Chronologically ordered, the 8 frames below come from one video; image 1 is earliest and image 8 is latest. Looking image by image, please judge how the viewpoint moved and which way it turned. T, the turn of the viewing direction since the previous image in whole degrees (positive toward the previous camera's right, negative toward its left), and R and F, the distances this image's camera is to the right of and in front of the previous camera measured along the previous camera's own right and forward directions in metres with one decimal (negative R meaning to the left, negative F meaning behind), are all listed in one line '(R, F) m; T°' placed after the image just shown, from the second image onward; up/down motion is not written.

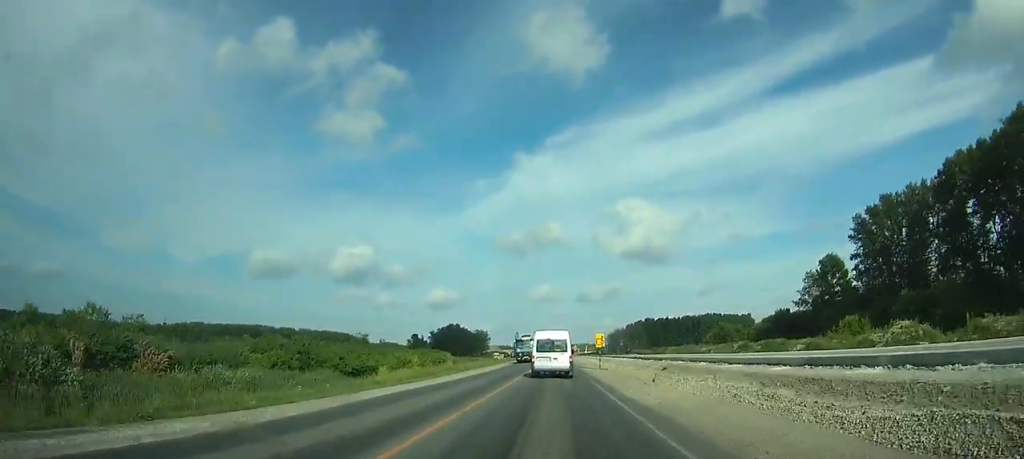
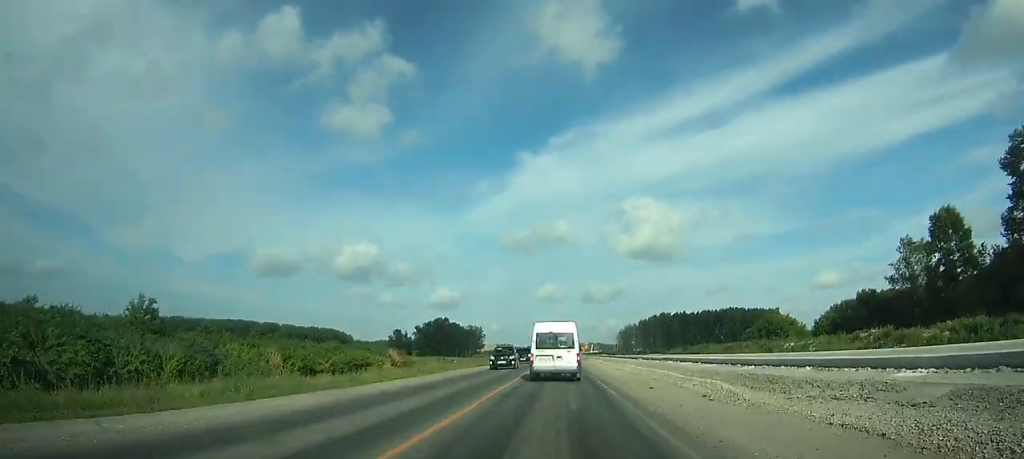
(-0.2, +45.0) m; -1°
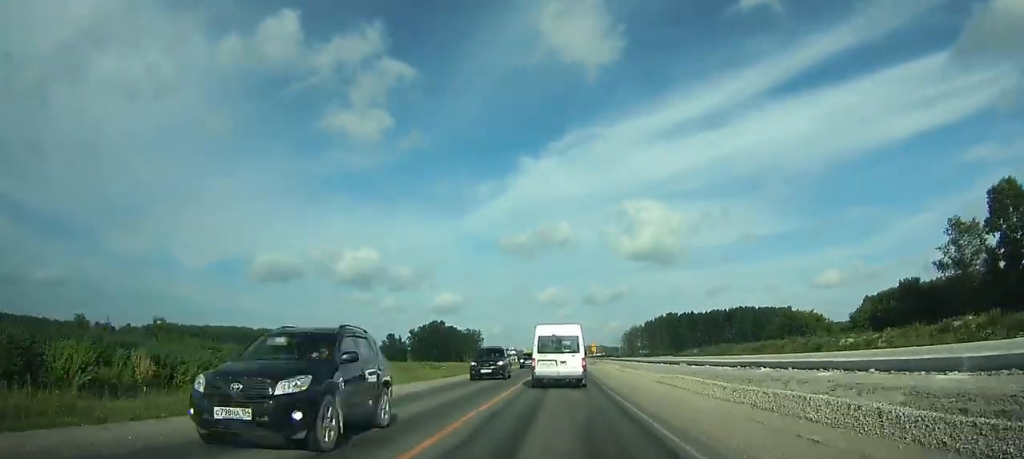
(-0.1, +15.1) m; 0°
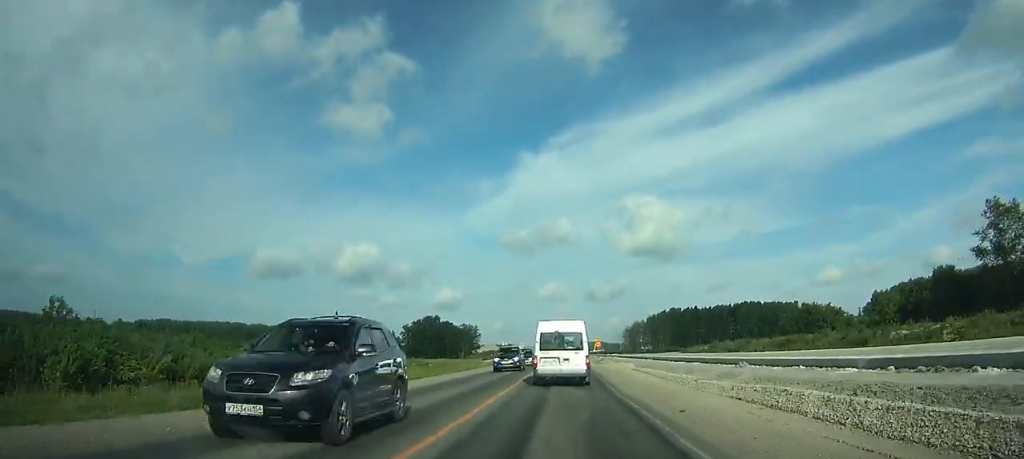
(0.0, +10.4) m; 0°
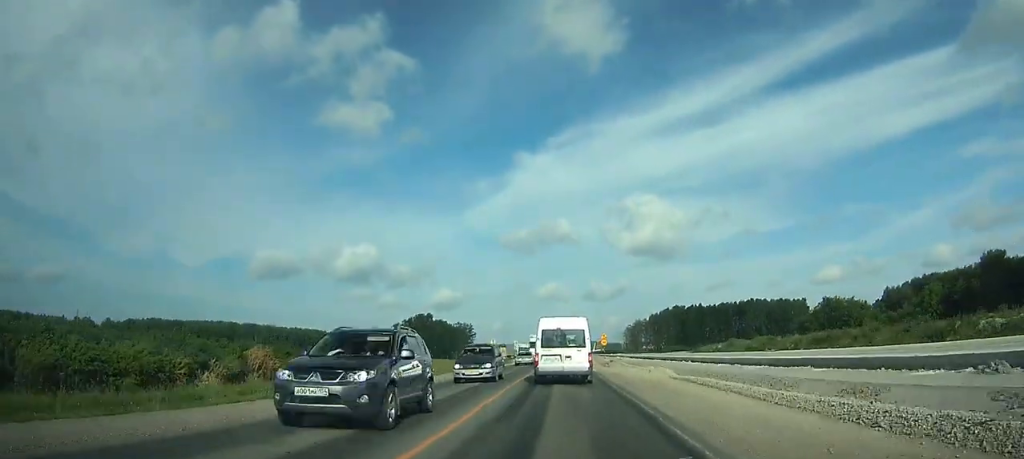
(0.0, +13.2) m; 0°
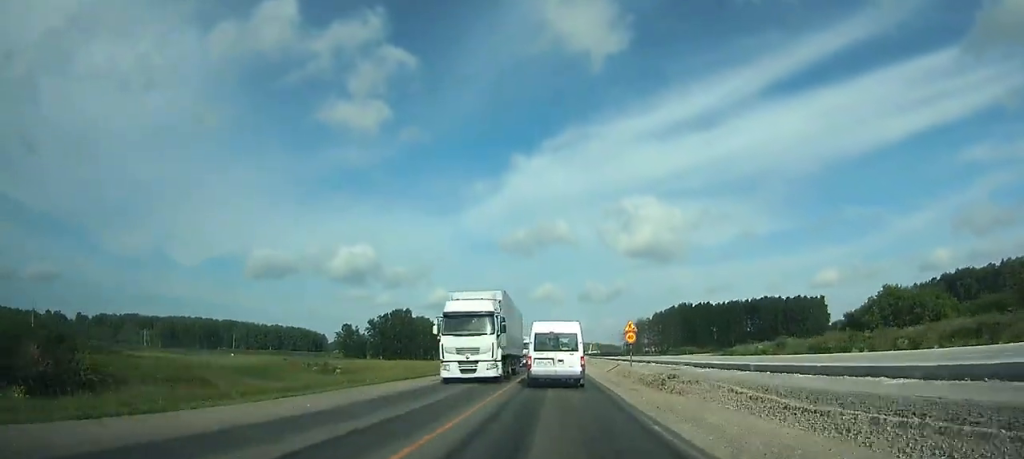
(+0.1, +28.2) m; +1°
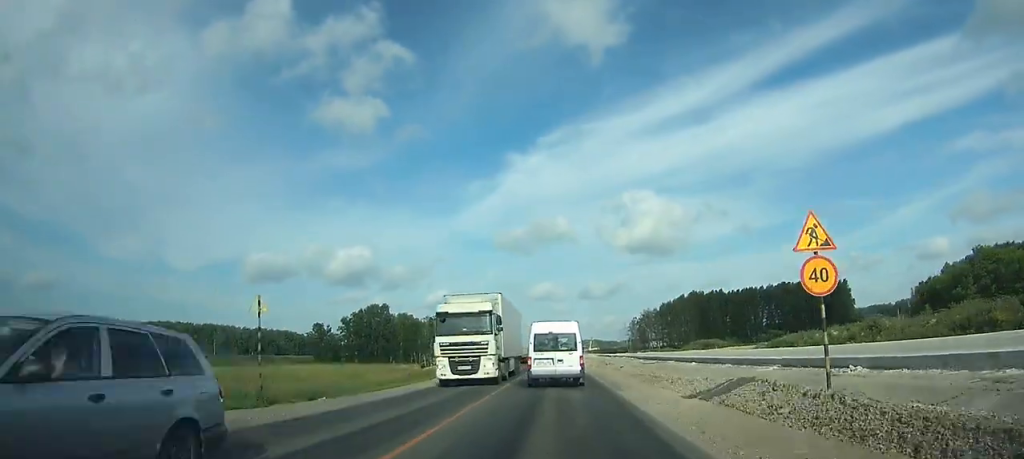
(+0.2, +26.8) m; 0°
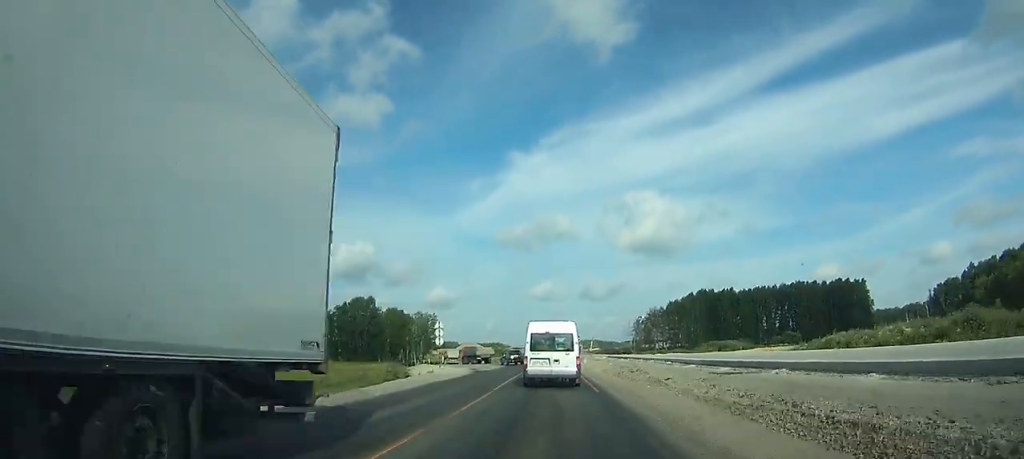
(0.0, +15.4) m; -1°
